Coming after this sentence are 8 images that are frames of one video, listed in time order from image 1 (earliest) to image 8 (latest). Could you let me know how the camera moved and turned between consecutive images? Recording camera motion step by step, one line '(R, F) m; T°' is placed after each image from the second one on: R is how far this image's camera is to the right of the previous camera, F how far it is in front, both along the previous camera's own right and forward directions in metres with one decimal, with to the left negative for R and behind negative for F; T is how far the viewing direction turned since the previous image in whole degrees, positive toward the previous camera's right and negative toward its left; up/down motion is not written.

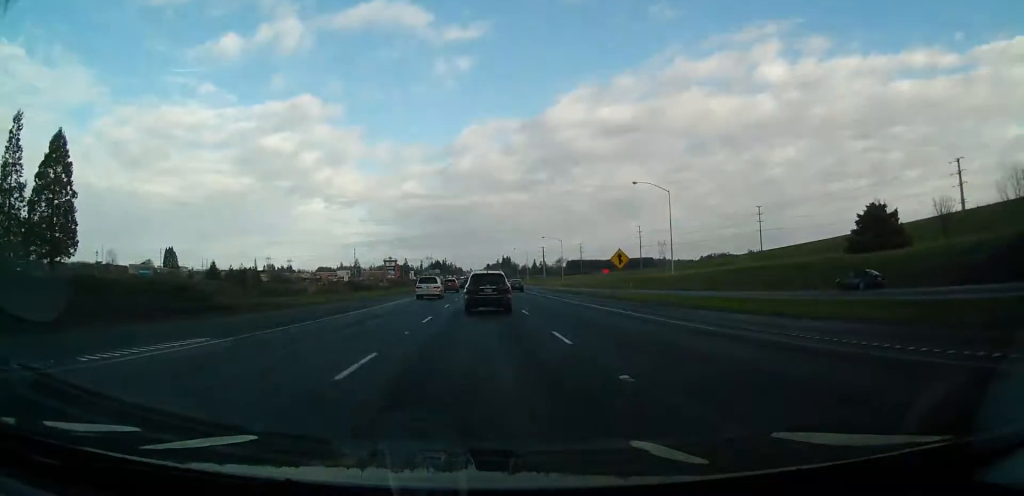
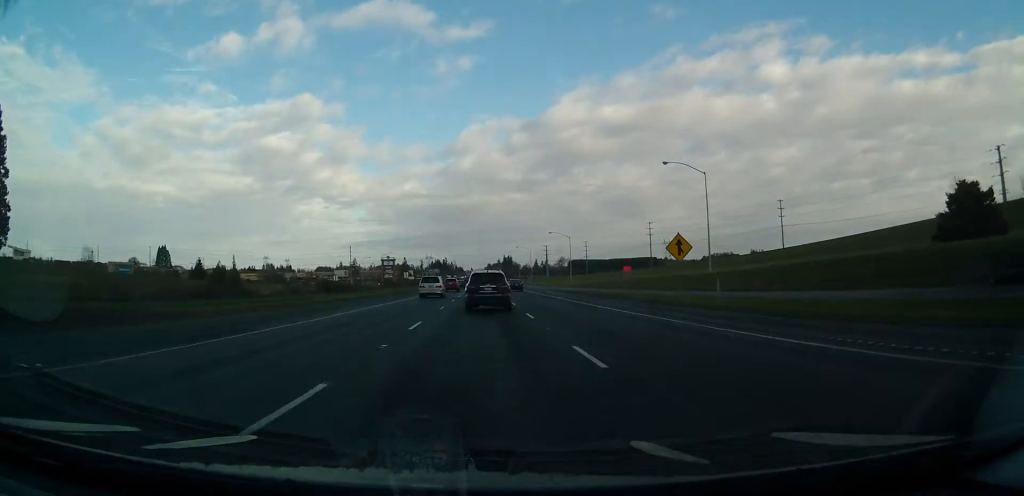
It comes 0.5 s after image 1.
(0.0, +15.5) m; 0°
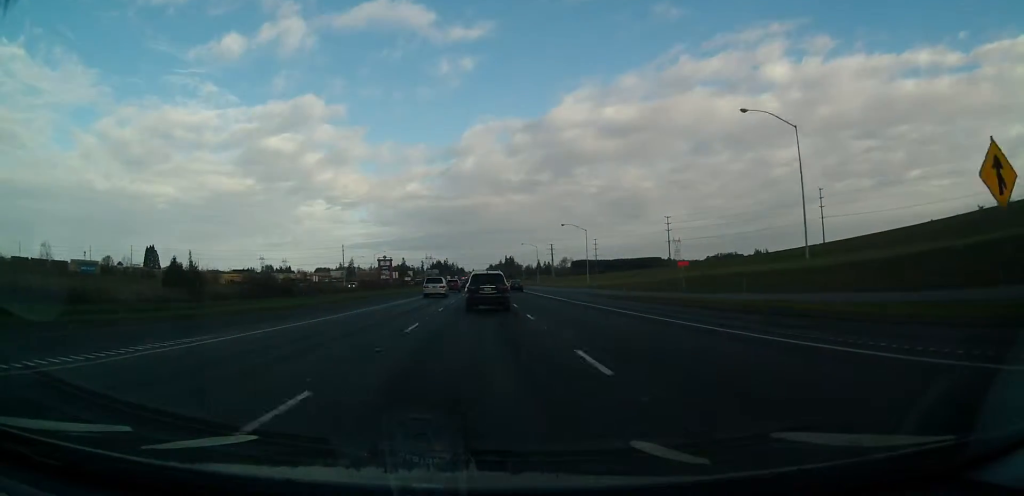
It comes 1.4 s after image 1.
(0.0, +24.4) m; 0°
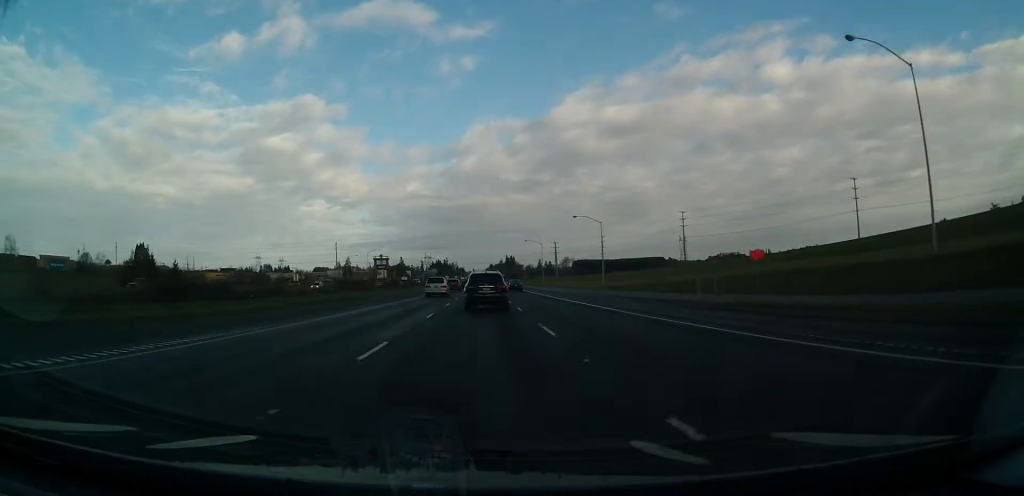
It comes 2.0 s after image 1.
(-0.1, +18.0) m; -1°
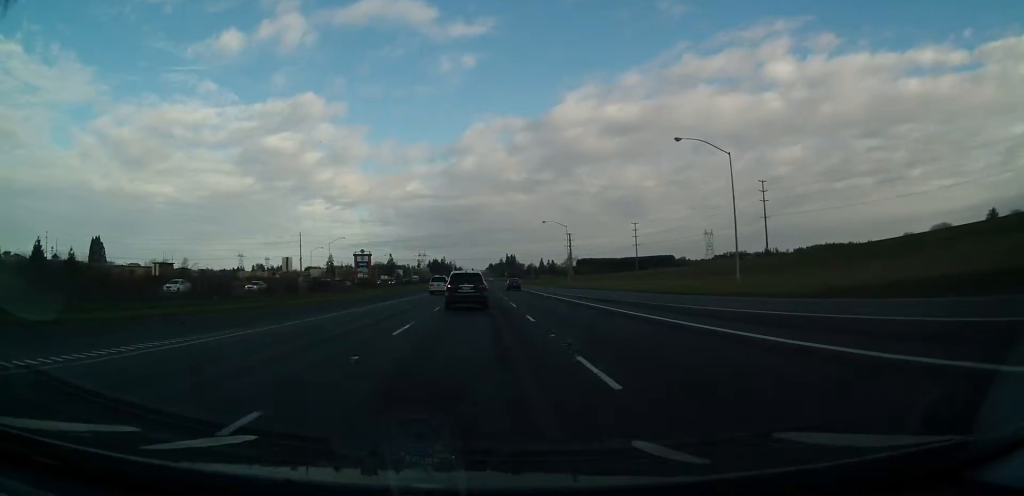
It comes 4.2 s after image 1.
(0.0, +68.1) m; +1°
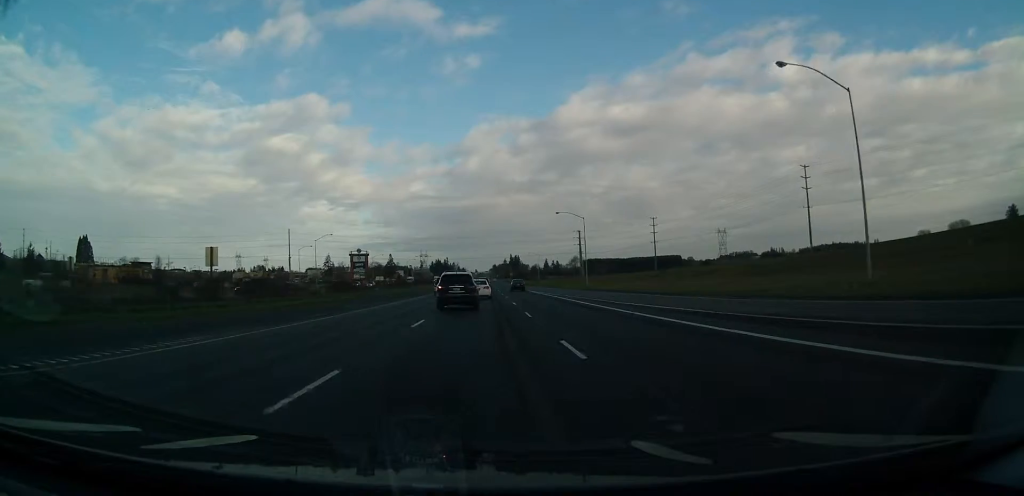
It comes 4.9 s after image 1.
(0.0, +21.5) m; 0°
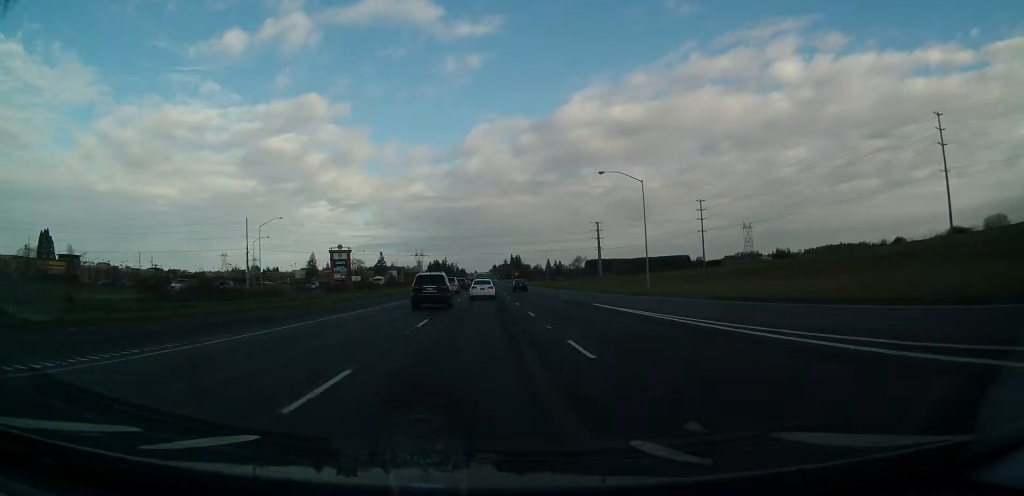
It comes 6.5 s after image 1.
(-0.5, +48.5) m; -1°
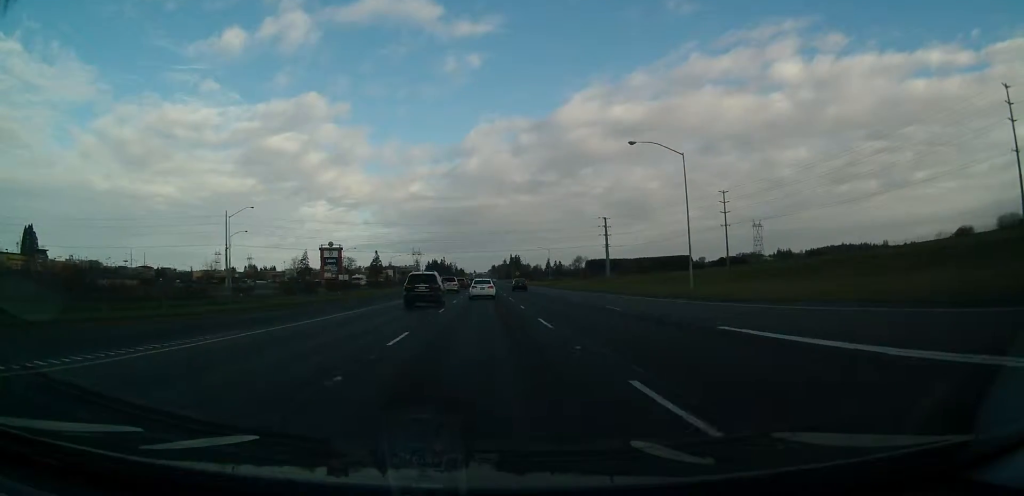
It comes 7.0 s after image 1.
(+0.1, +17.7) m; 0°
